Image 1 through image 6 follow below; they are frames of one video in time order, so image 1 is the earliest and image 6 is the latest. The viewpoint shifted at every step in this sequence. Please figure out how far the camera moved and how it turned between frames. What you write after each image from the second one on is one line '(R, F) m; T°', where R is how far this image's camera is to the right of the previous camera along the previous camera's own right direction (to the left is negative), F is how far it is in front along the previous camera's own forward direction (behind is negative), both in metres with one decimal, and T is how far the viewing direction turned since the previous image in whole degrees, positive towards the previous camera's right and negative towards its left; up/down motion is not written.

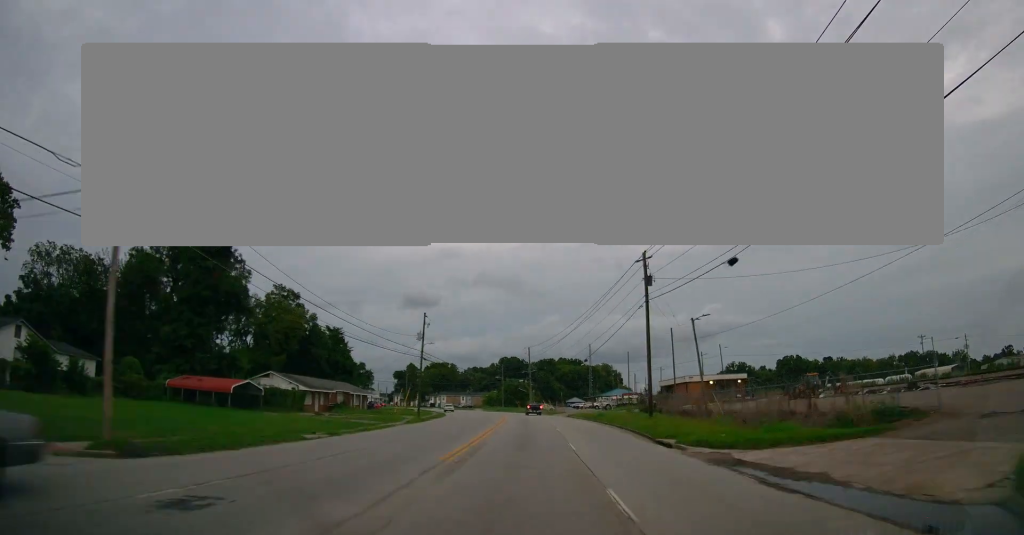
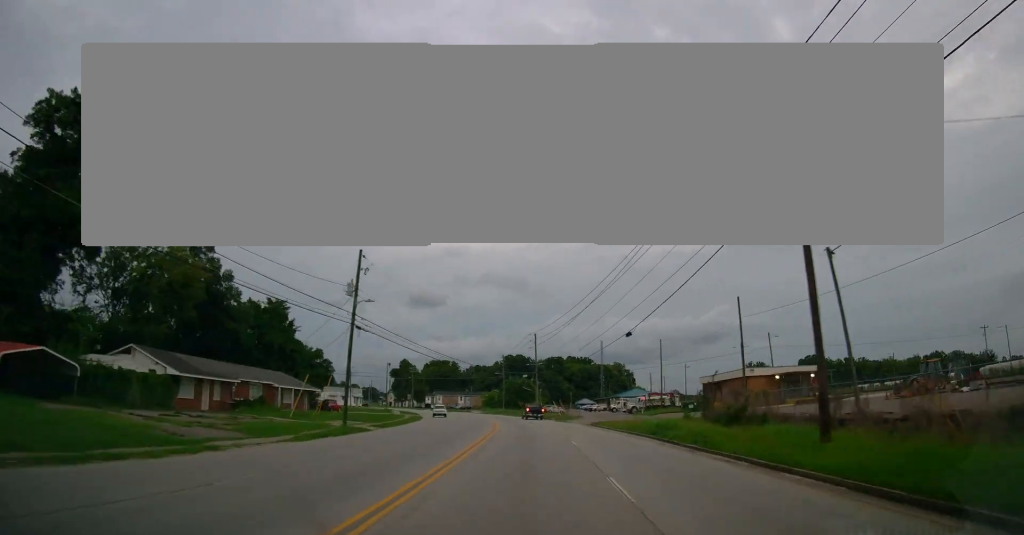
(0.0, +22.8) m; 0°
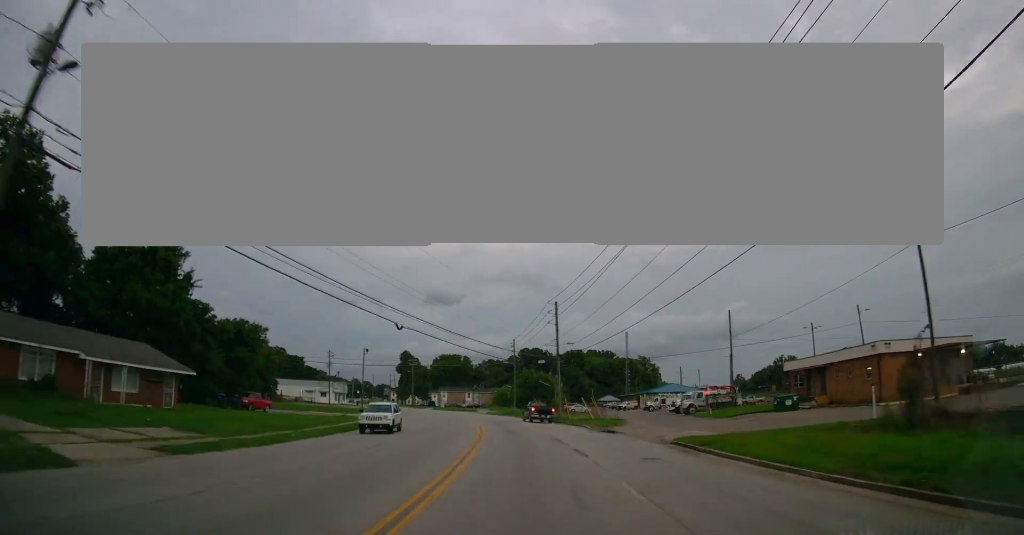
(-0.1, +24.8) m; -1°
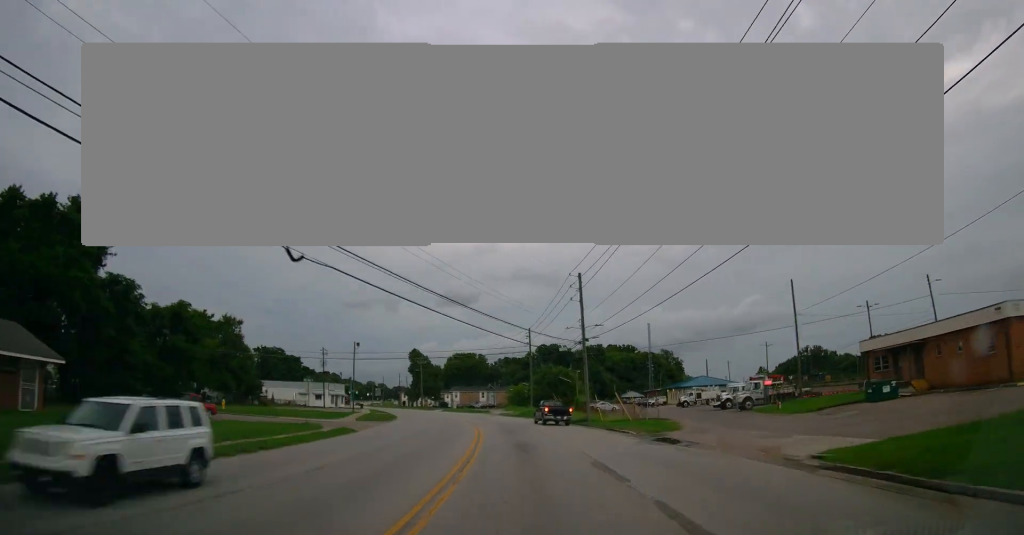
(+0.1, +12.5) m; -1°
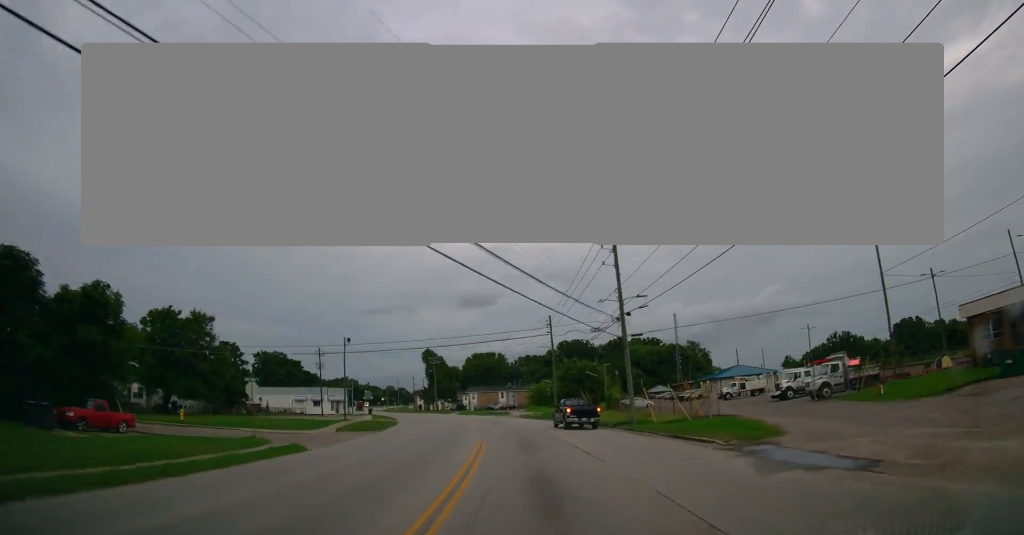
(-0.2, +11.3) m; -2°
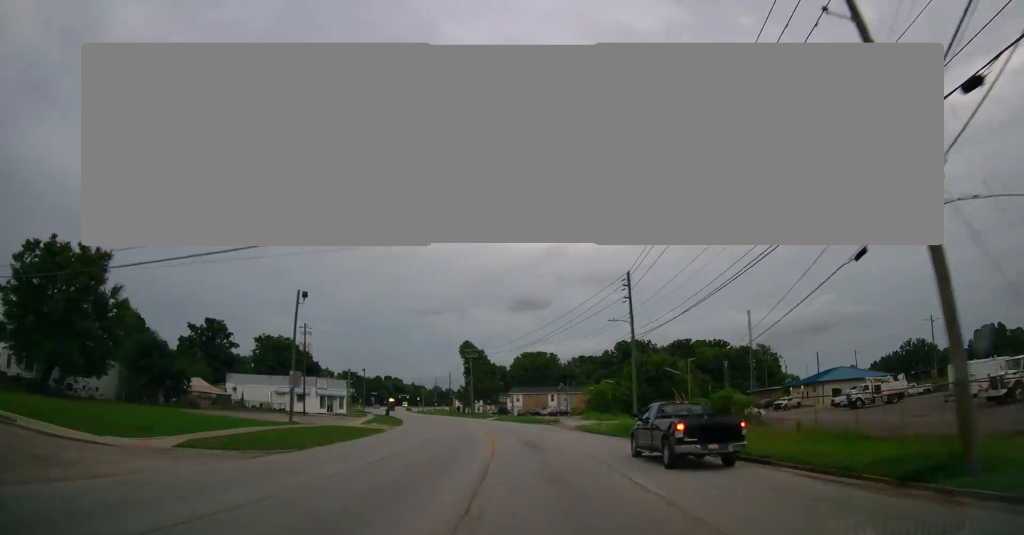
(-1.0, +24.7) m; -5°
